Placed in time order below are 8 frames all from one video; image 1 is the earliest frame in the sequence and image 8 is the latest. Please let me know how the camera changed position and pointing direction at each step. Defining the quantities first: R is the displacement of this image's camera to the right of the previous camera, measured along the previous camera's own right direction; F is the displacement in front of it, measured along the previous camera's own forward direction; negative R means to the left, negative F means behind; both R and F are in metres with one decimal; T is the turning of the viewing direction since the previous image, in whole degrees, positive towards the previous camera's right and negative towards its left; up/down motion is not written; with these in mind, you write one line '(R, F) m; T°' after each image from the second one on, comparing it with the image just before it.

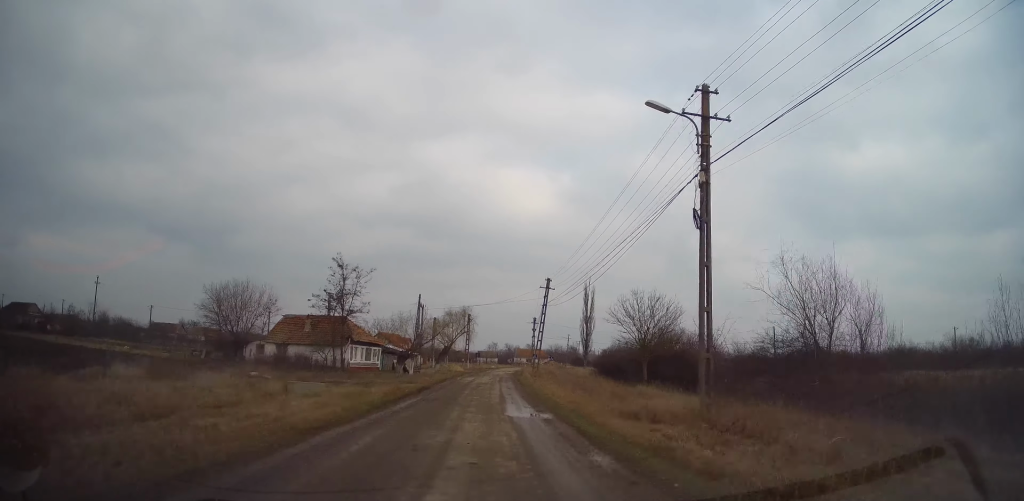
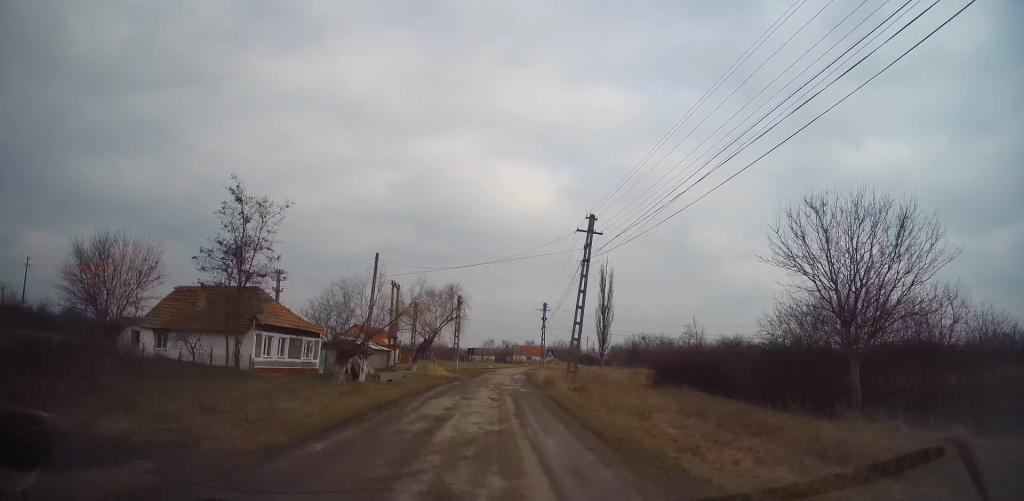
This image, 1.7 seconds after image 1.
(-0.8, +19.6) m; -2°
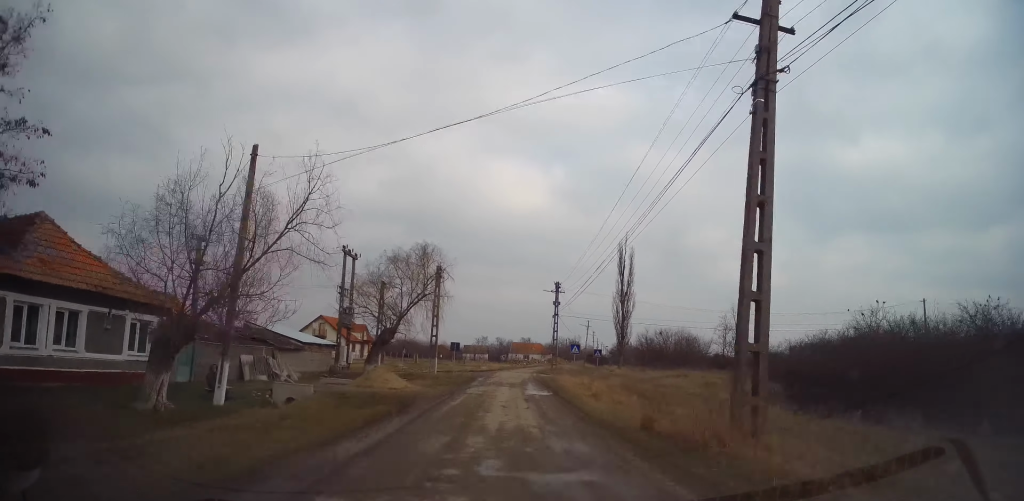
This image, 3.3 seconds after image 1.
(+0.2, +18.1) m; 0°
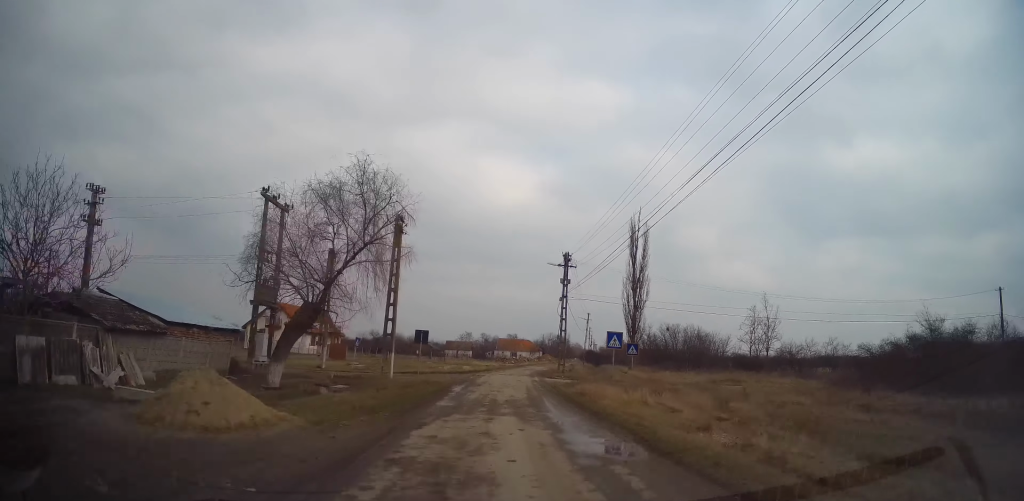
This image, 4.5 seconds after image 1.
(0.0, +13.7) m; +2°
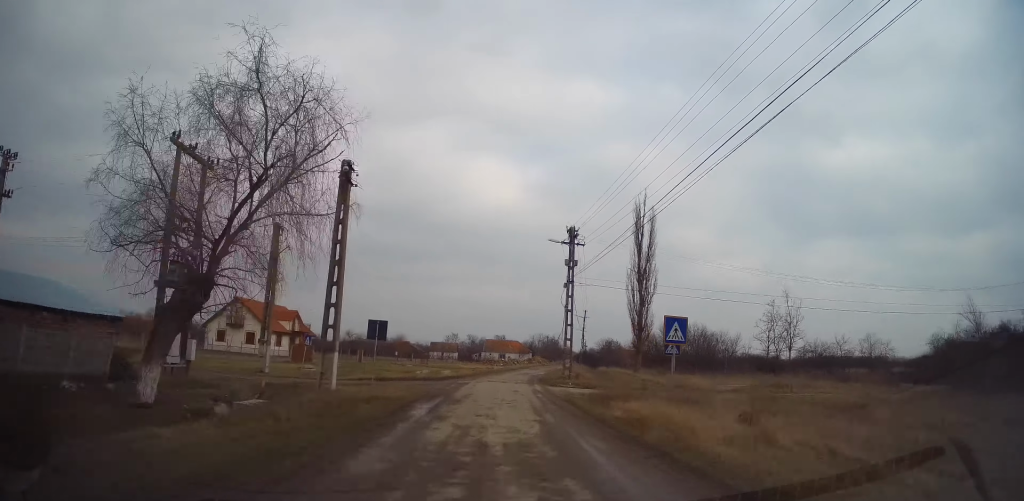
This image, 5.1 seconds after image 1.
(+0.2, +8.0) m; +2°
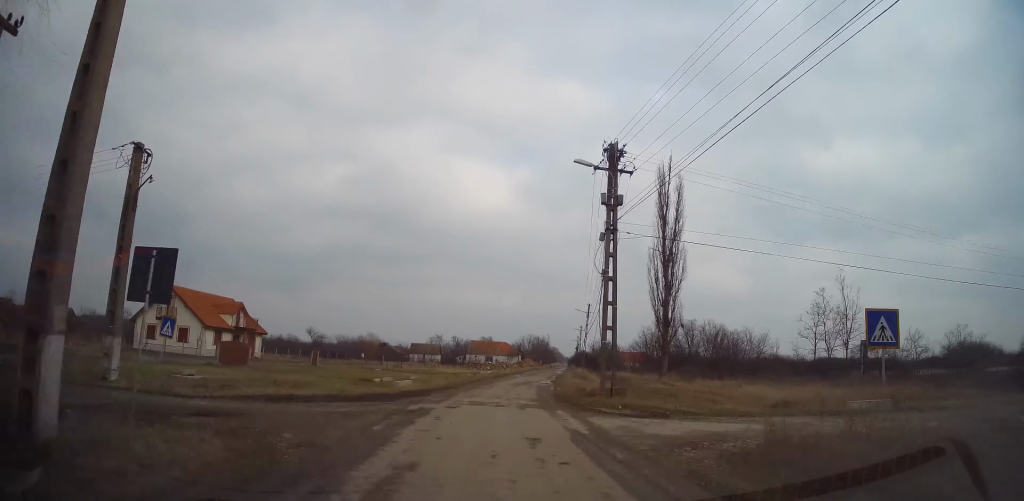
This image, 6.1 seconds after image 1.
(+0.1, +12.3) m; +1°
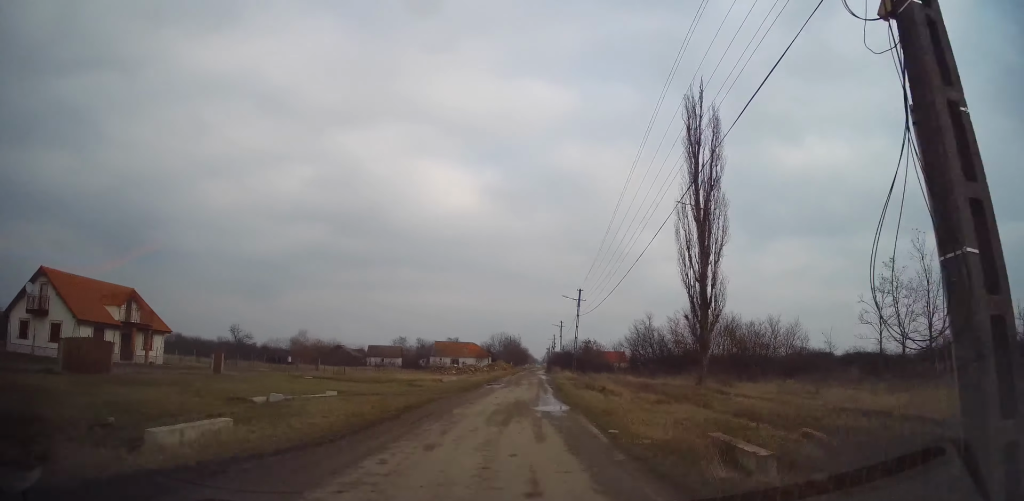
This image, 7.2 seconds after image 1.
(+0.2, +13.6) m; +4°
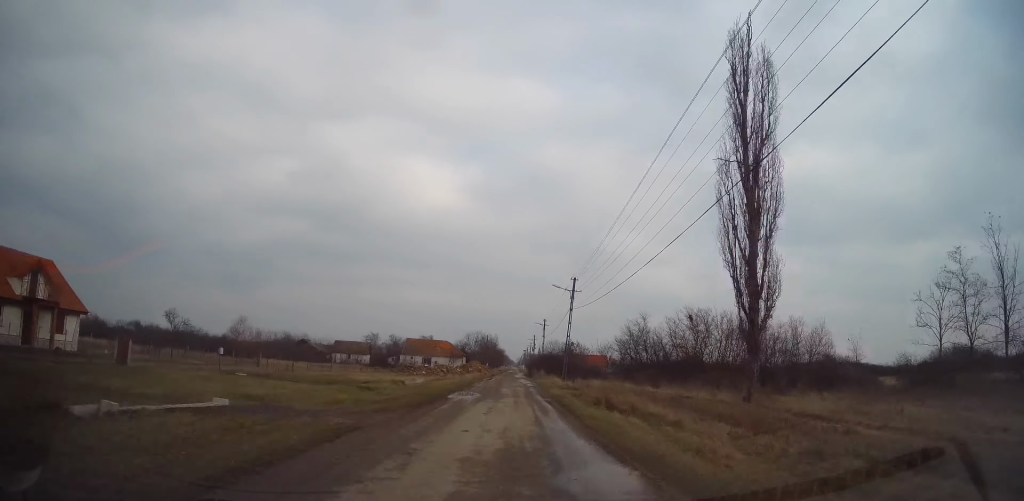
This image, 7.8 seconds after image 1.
(+0.2, +8.4) m; +4°
